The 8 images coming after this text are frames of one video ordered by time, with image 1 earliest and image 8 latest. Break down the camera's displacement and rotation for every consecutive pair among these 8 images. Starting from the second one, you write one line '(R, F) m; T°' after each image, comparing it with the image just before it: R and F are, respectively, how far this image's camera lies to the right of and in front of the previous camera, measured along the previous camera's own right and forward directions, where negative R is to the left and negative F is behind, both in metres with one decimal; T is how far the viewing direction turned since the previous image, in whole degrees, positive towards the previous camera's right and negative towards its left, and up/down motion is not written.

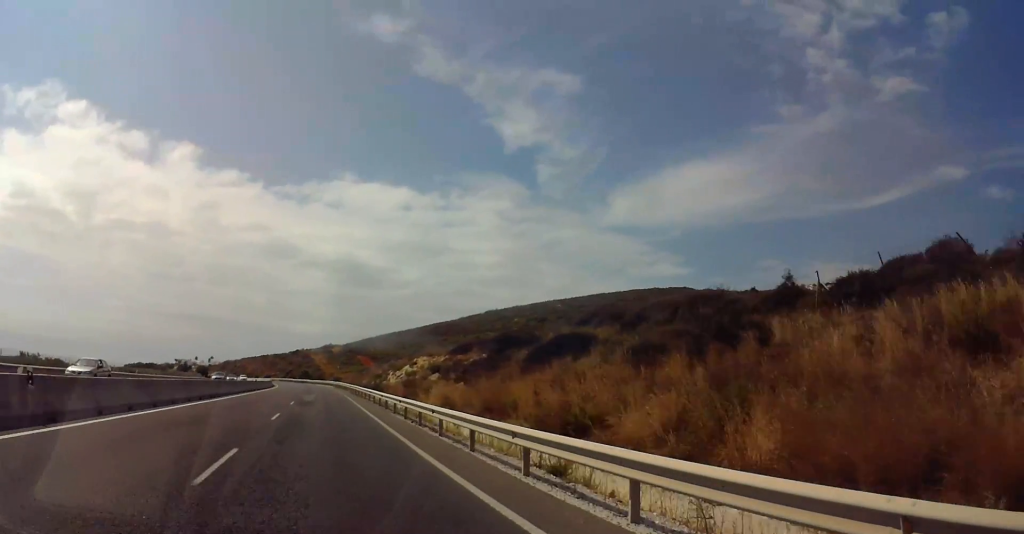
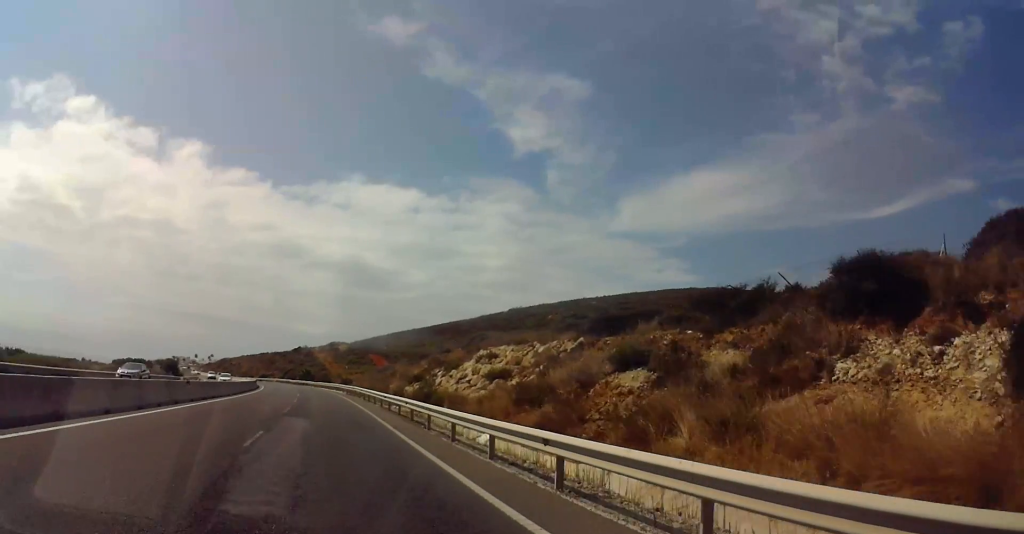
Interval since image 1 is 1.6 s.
(0.0, +32.7) m; 0°
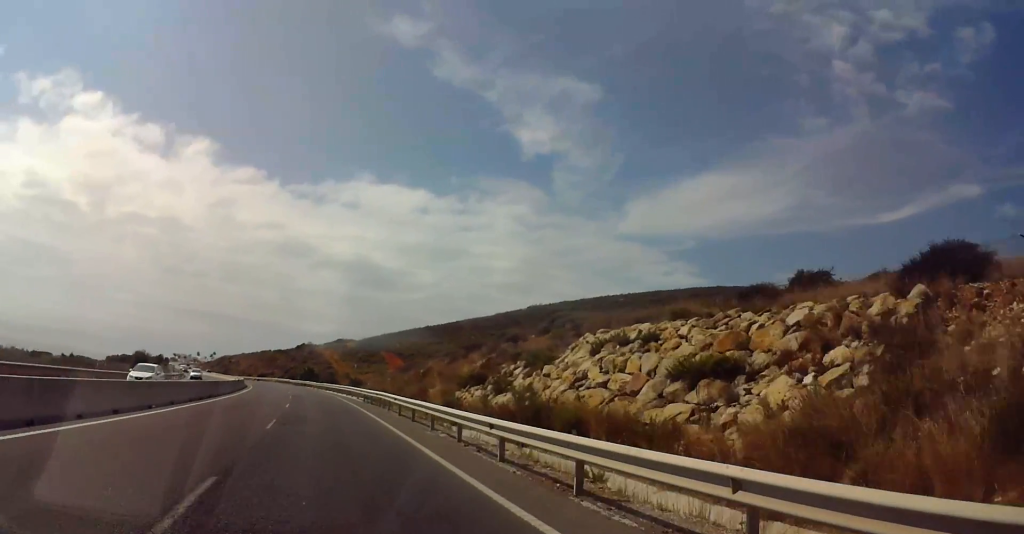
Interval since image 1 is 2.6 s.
(+0.1, +21.6) m; 0°
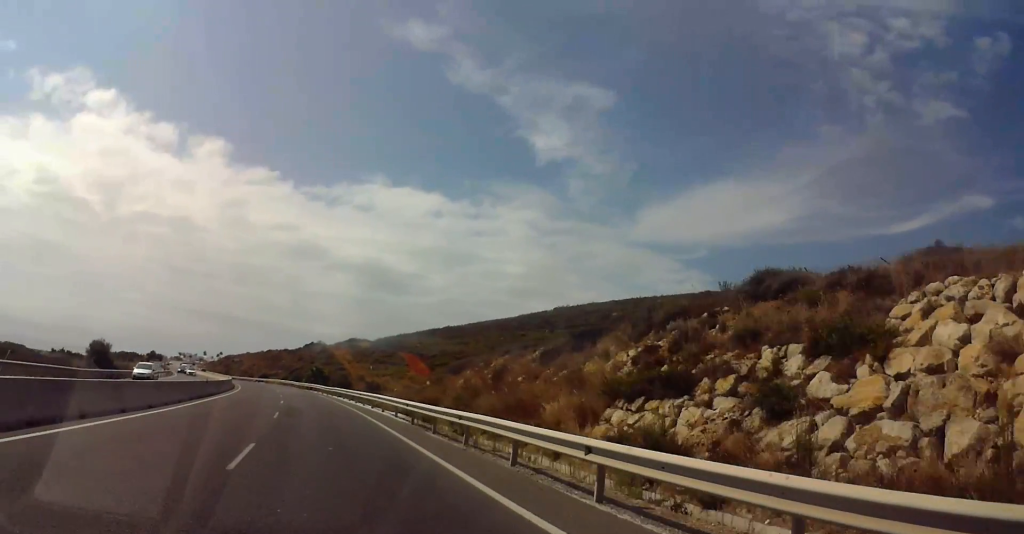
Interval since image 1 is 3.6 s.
(-0.3, +20.5) m; -1°
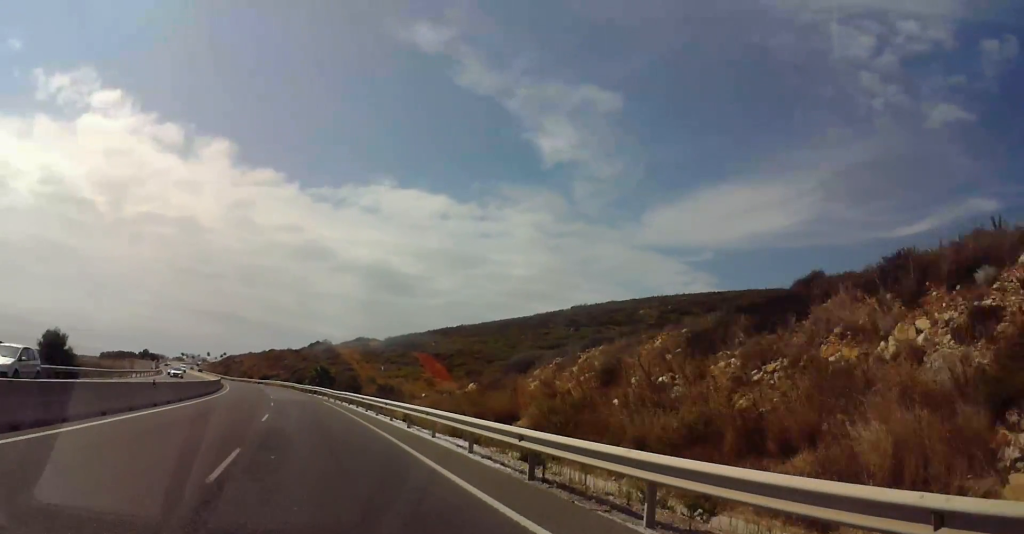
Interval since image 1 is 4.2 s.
(-0.2, +13.0) m; -1°
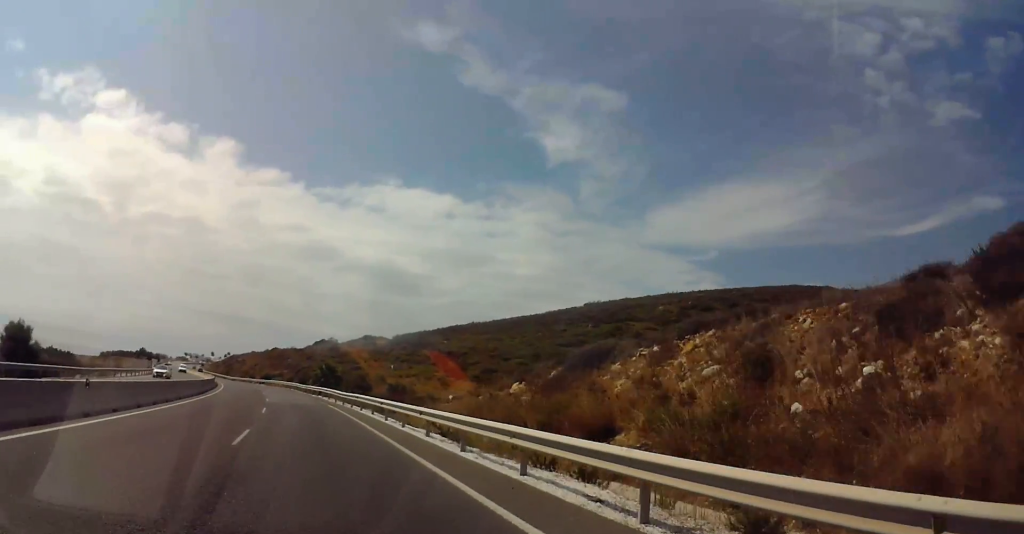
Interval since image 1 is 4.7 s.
(0.0, +8.9) m; 0°
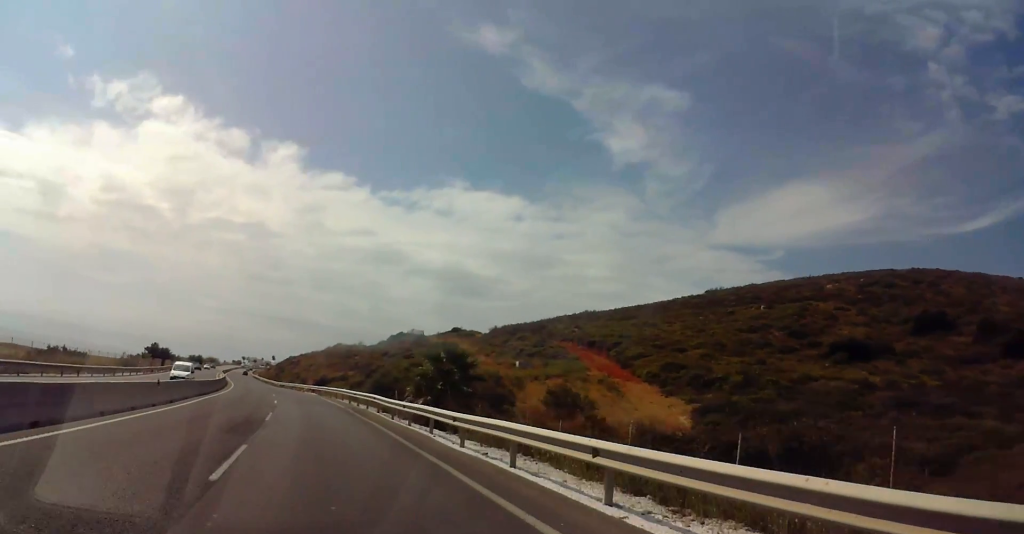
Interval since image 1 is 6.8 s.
(+0.3, +42.2) m; 0°
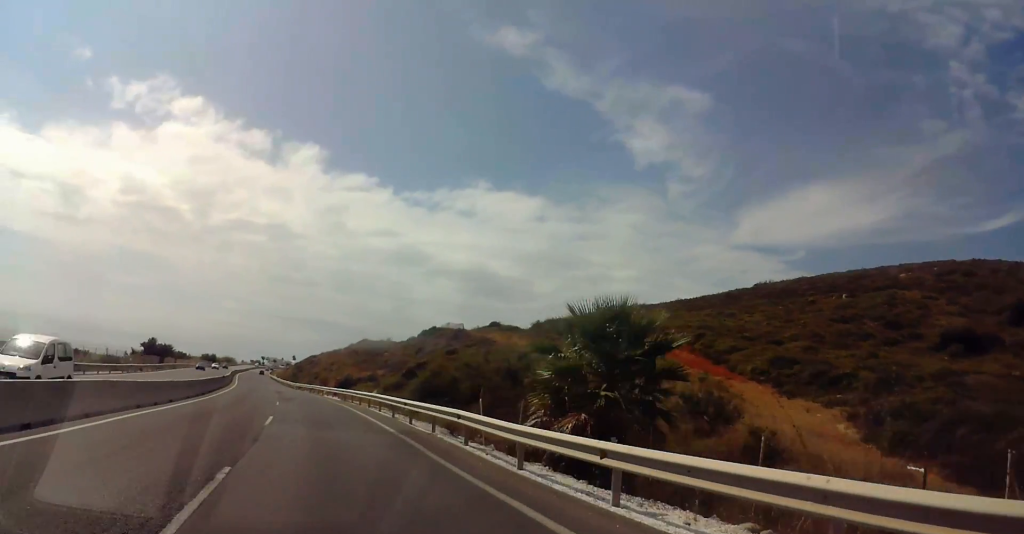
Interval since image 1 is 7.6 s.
(-0.2, +15.1) m; -3°
